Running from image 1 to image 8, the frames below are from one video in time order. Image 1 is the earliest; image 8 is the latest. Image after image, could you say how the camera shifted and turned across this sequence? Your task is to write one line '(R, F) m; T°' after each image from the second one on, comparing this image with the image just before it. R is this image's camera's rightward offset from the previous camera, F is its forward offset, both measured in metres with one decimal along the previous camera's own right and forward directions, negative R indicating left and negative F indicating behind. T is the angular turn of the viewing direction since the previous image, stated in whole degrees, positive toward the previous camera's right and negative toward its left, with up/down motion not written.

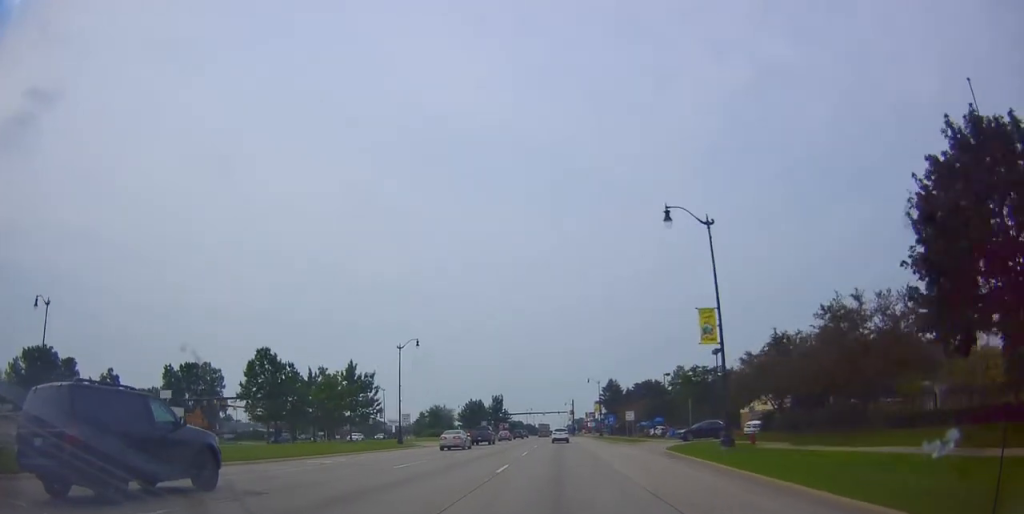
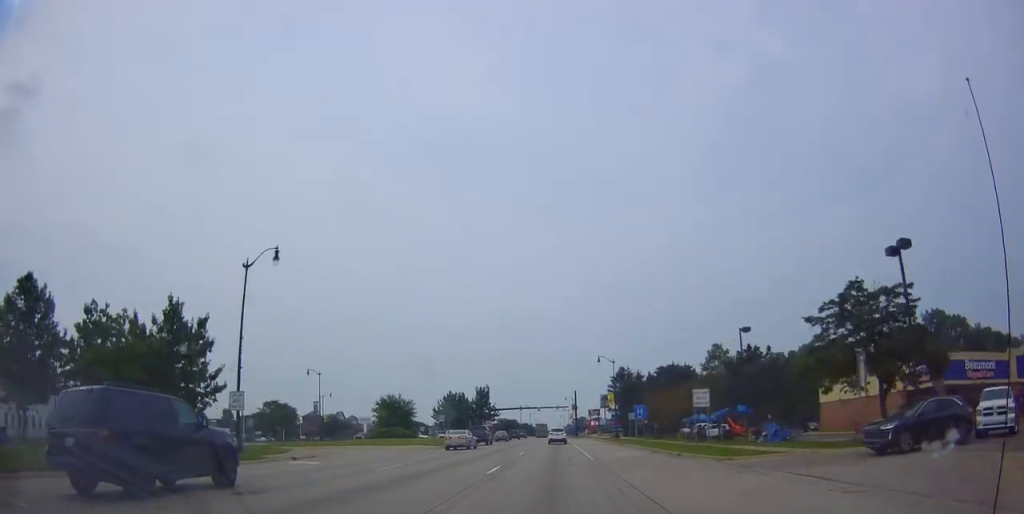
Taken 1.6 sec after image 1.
(+0.3, +31.7) m; 0°
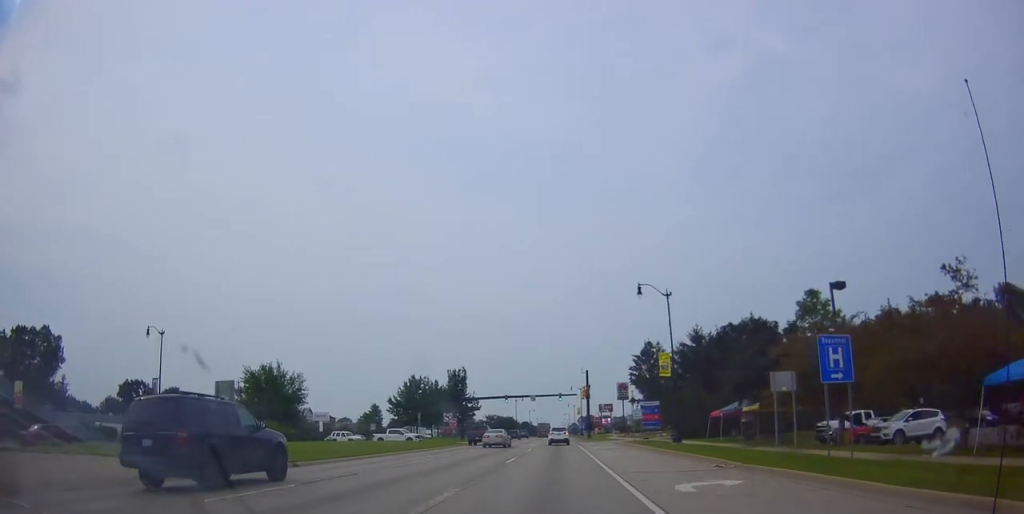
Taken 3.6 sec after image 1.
(0.0, +38.9) m; +1°
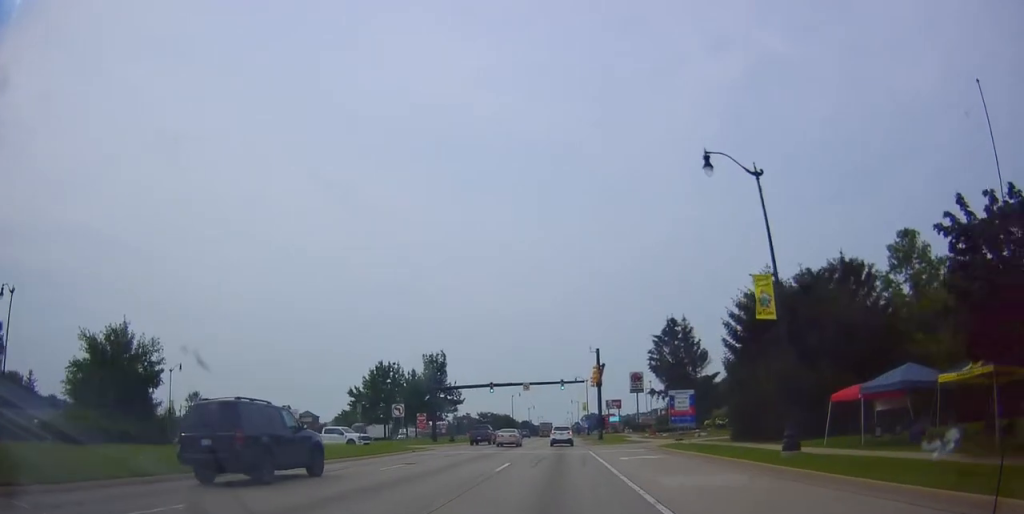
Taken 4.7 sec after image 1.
(0.0, +19.7) m; +2°
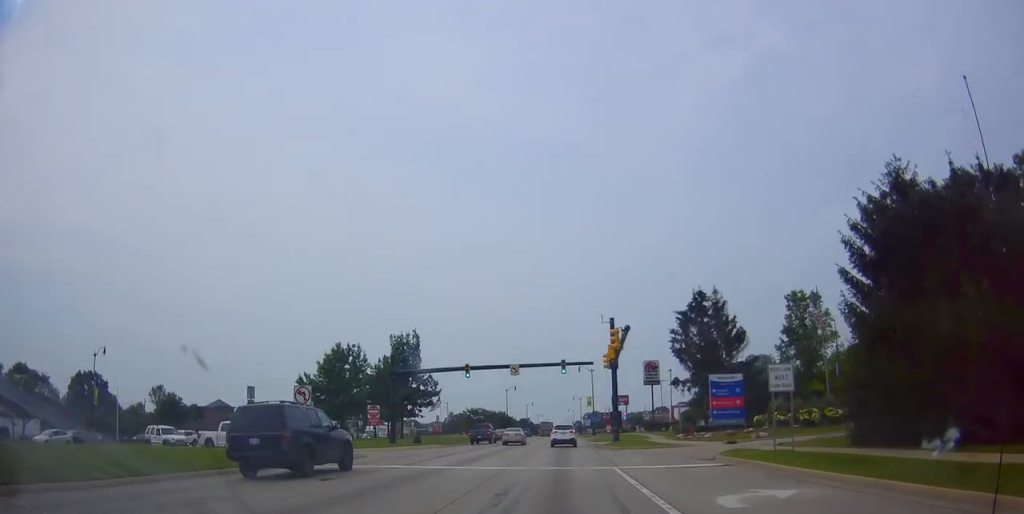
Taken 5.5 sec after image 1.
(+0.7, +16.1) m; -1°
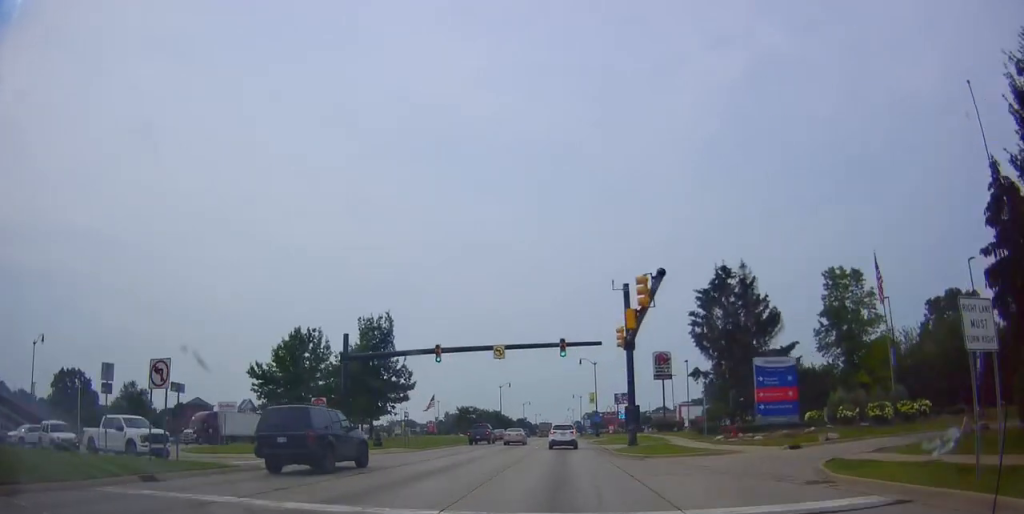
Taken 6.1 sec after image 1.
(-0.8, +10.4) m; -1°
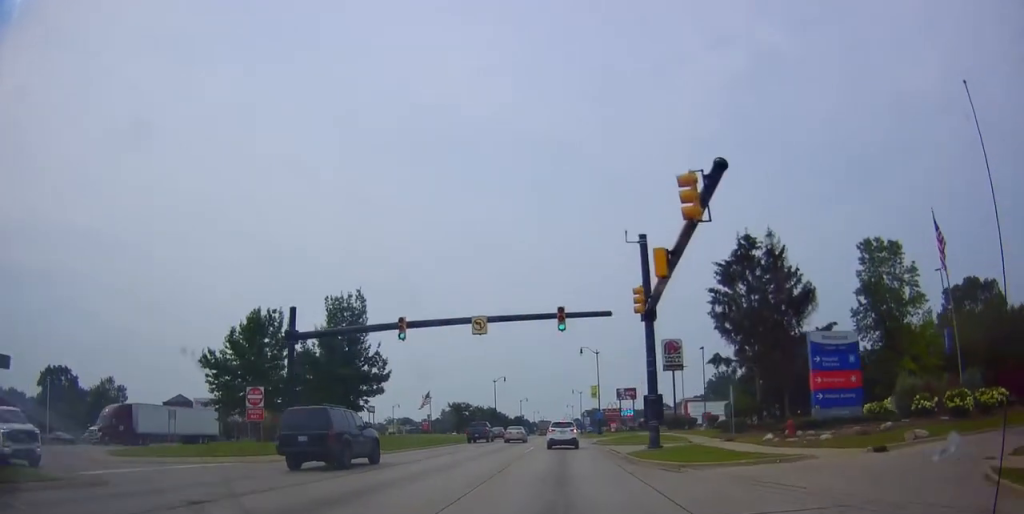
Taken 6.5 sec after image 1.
(-0.1, +8.0) m; 0°
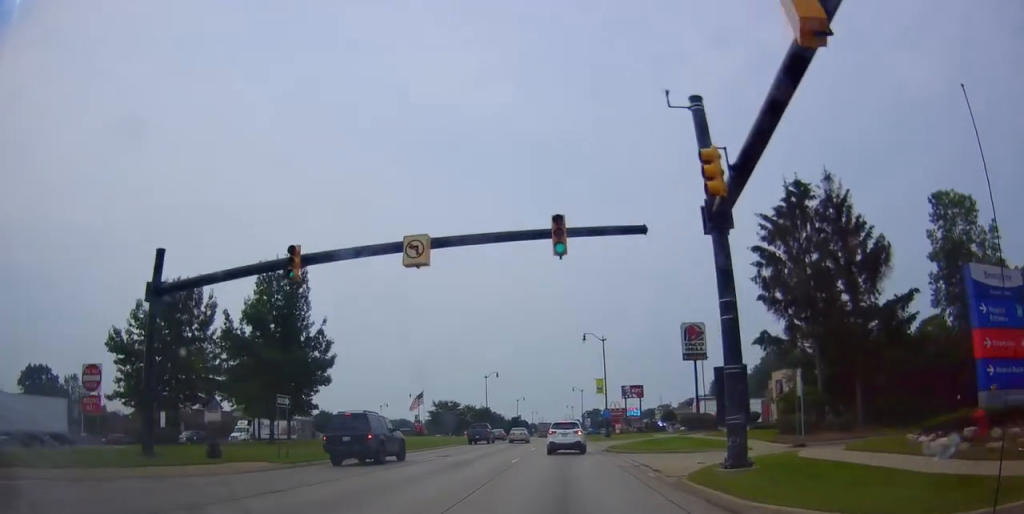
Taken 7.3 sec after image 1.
(+0.4, +13.5) m; +2°
